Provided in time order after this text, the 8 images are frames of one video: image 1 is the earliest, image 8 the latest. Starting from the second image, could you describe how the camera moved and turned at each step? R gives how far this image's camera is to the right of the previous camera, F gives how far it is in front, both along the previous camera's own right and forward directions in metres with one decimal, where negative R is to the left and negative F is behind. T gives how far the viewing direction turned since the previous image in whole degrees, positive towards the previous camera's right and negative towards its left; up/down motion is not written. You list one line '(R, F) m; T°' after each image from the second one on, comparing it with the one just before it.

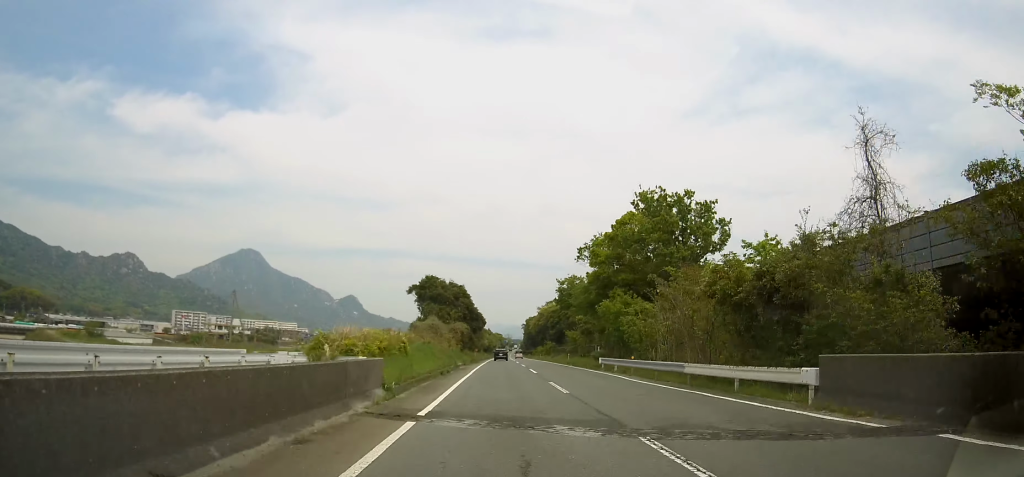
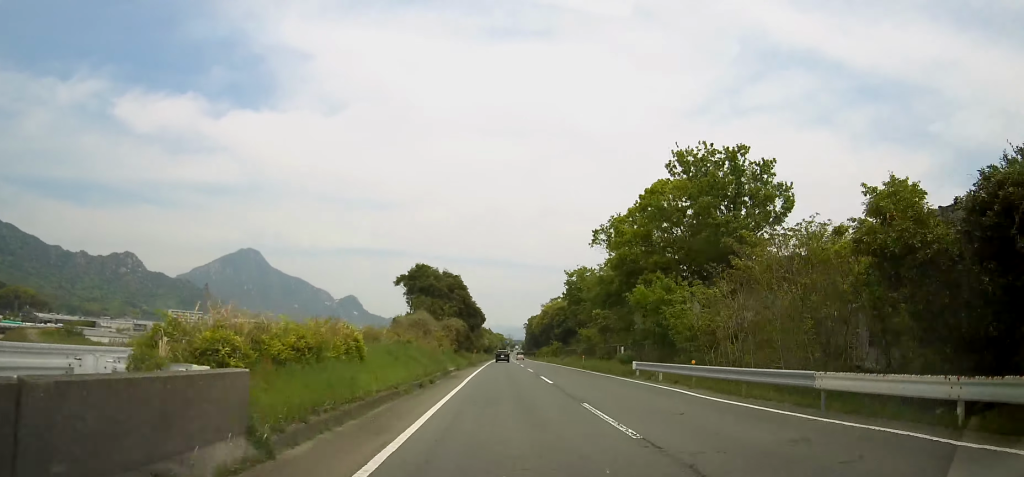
(0.0, +8.6) m; 0°
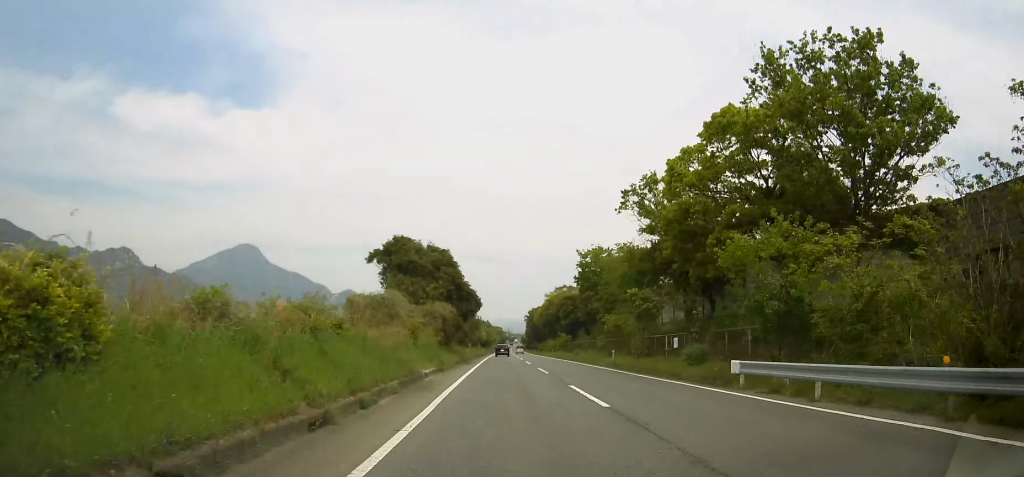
(0.0, +11.9) m; 0°
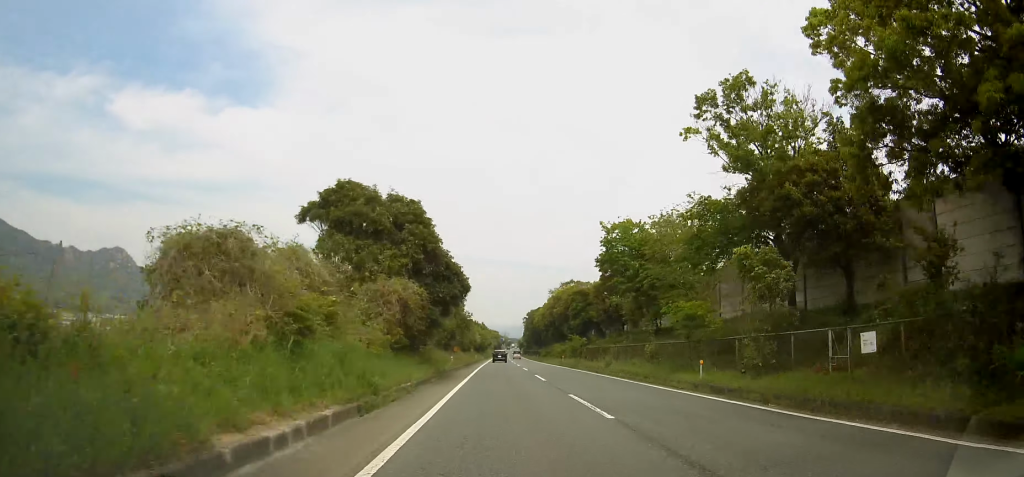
(0.0, +15.2) m; 0°
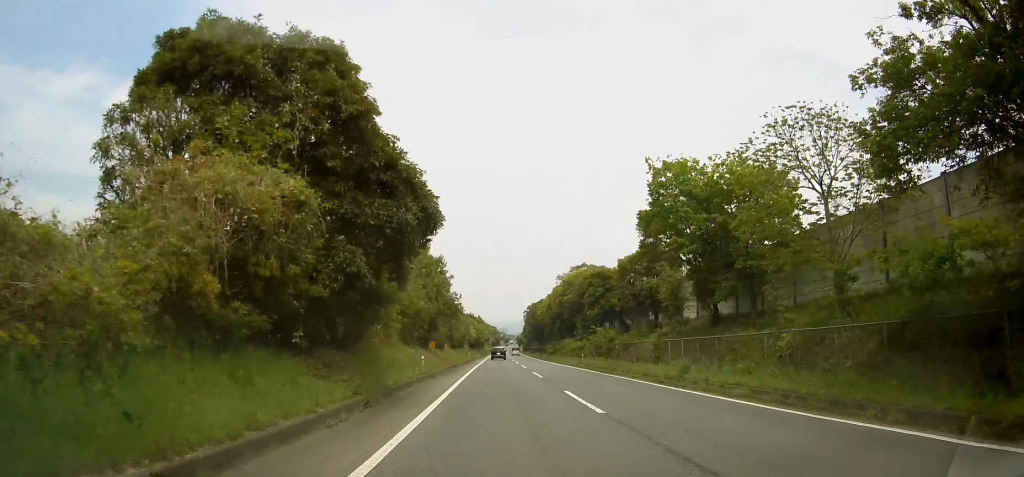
(0.0, +14.5) m; 0°
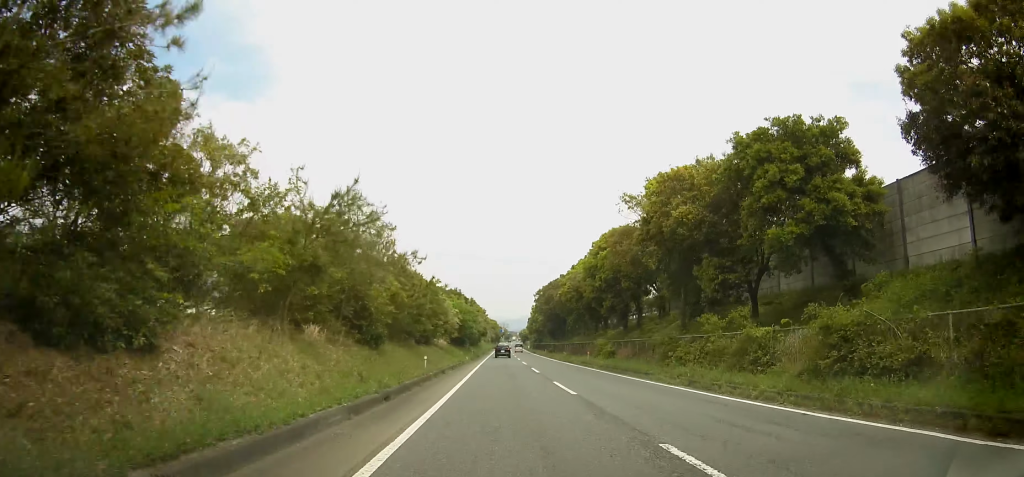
(+0.4, +40.2) m; +1°
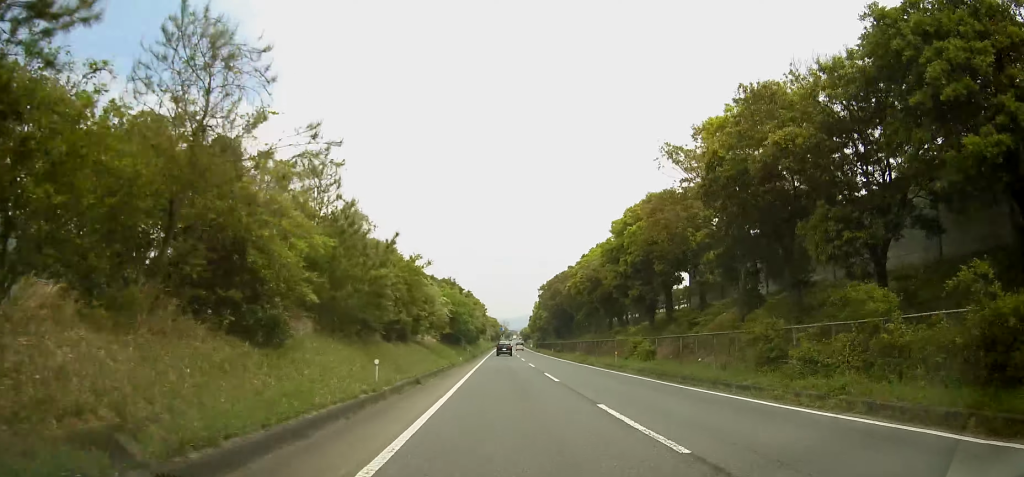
(0.0, +9.8) m; 0°
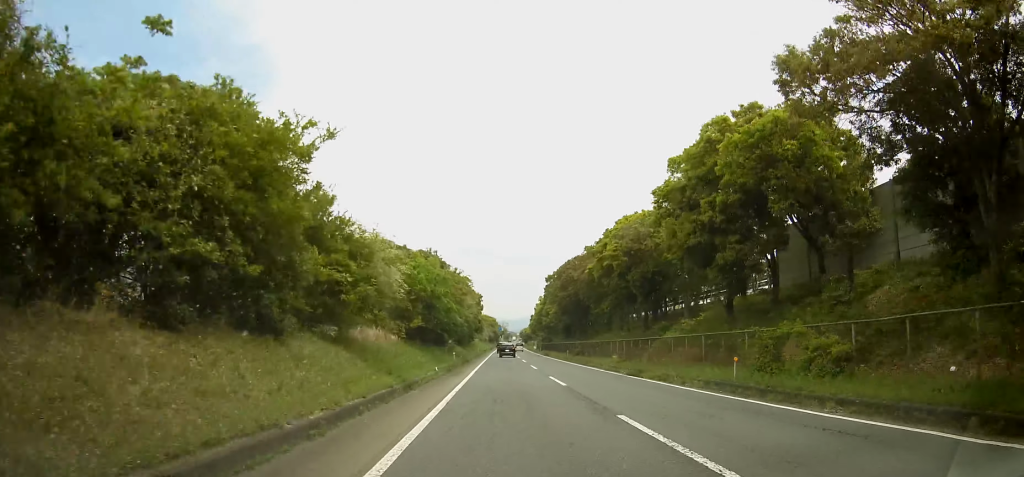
(0.0, +17.0) m; 0°
